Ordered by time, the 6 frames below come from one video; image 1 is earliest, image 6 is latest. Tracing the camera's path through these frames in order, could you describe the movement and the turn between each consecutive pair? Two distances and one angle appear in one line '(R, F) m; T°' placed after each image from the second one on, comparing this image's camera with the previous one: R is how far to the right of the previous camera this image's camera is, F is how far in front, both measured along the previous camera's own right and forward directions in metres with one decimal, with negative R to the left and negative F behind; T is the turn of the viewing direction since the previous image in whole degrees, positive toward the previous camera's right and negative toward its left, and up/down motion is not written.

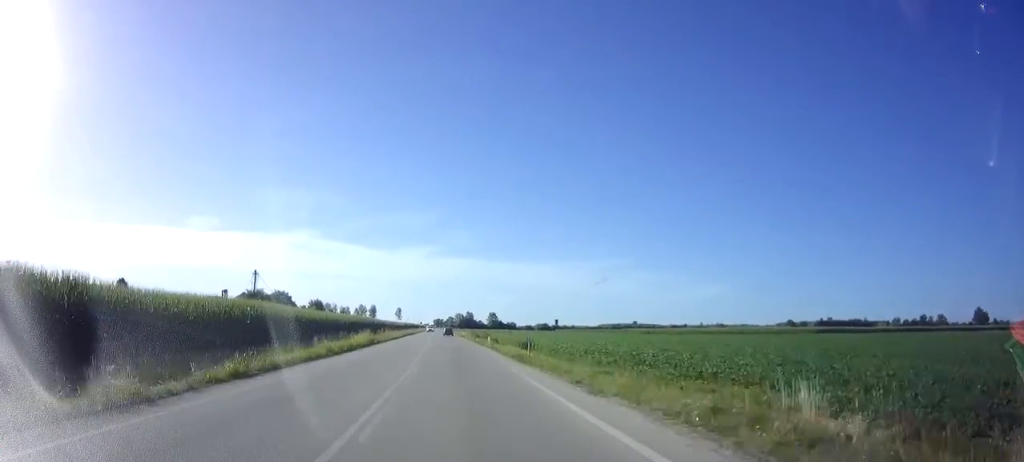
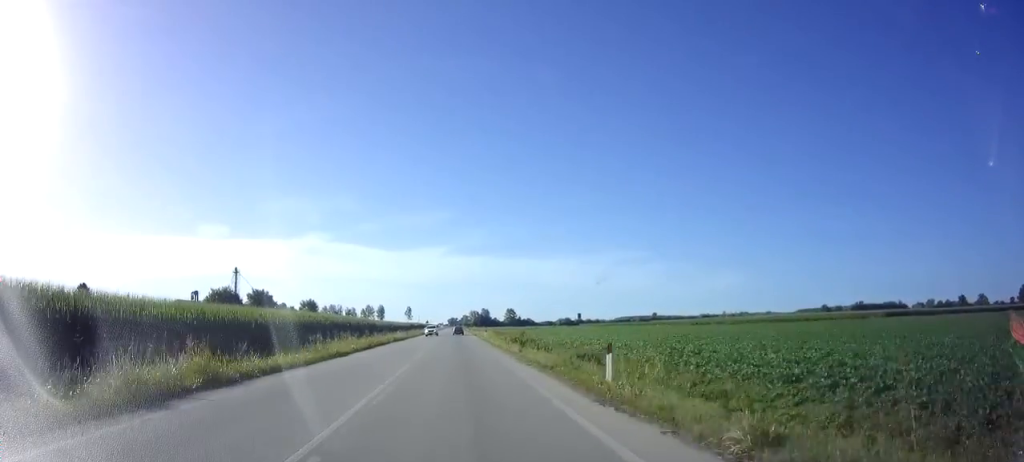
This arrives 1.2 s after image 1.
(-0.7, +35.4) m; -2°
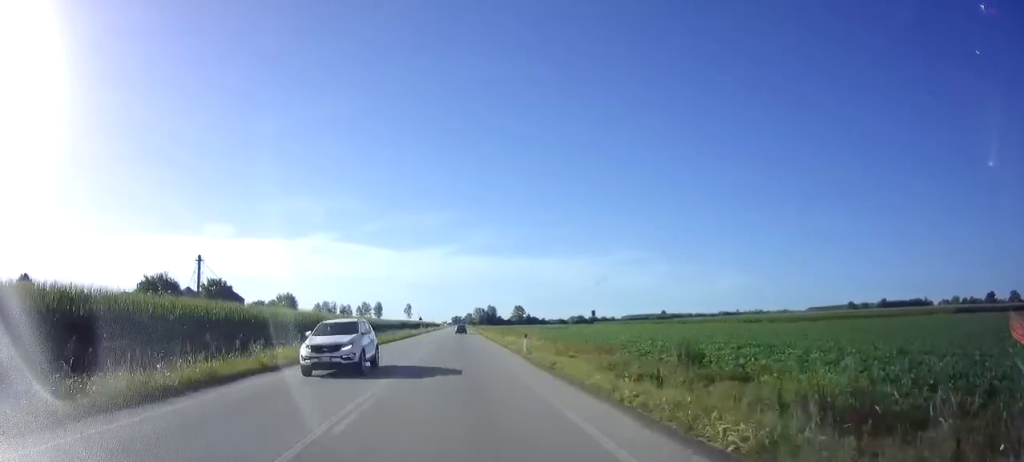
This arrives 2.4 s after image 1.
(-0.2, +33.7) m; -1°
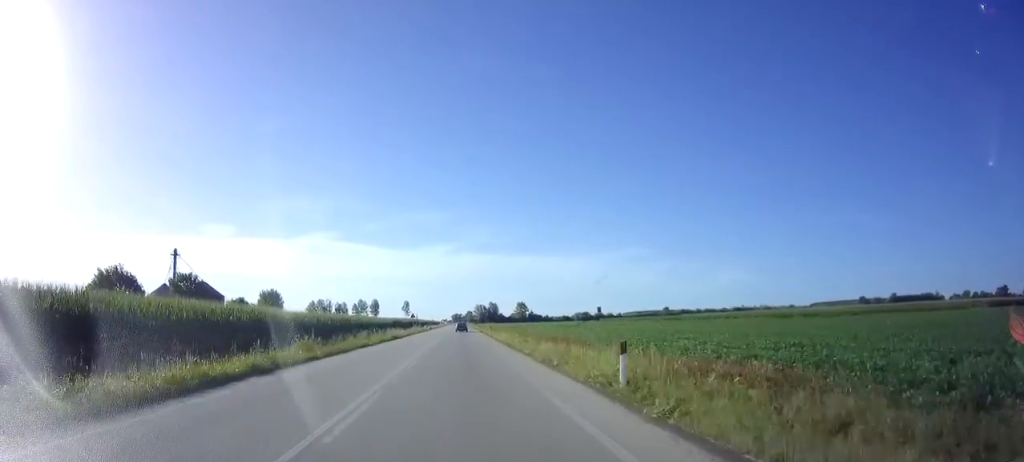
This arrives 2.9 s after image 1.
(-0.1, +16.0) m; 0°
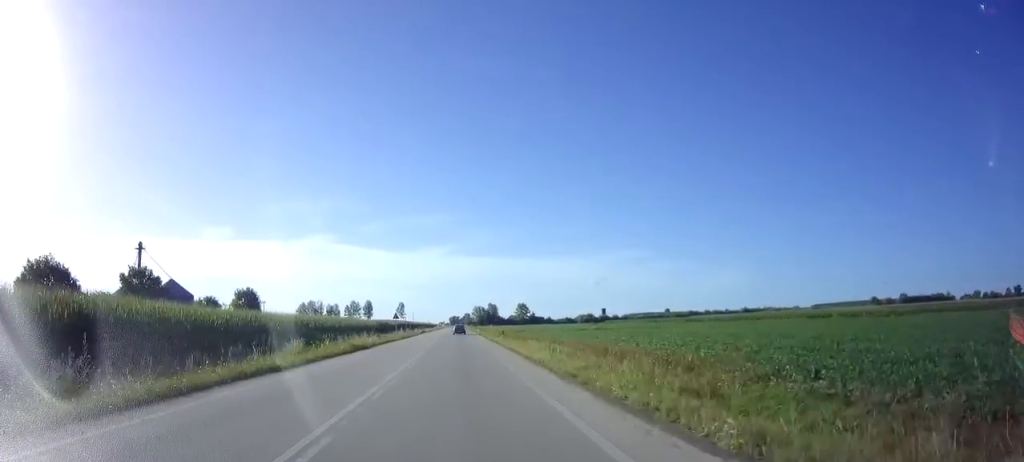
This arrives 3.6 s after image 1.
(0.0, +18.5) m; 0°
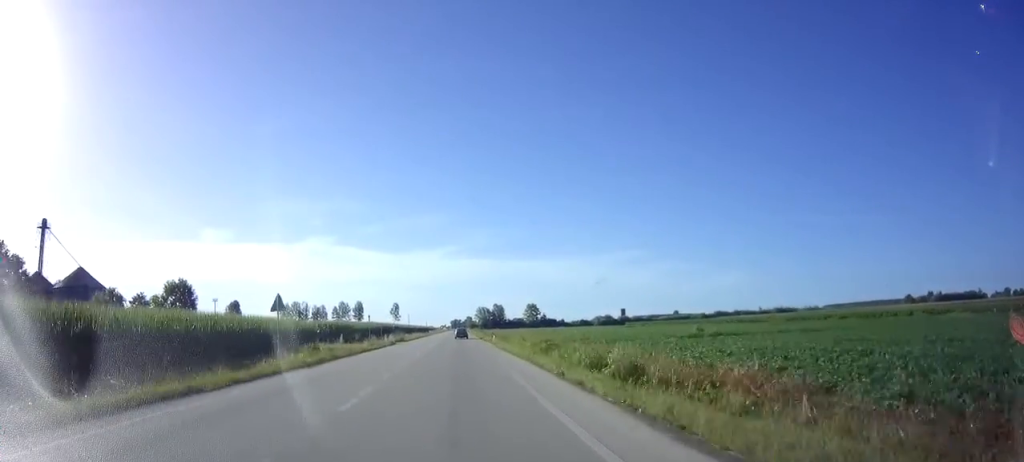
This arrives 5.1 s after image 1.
(+0.2, +41.4) m; 0°
